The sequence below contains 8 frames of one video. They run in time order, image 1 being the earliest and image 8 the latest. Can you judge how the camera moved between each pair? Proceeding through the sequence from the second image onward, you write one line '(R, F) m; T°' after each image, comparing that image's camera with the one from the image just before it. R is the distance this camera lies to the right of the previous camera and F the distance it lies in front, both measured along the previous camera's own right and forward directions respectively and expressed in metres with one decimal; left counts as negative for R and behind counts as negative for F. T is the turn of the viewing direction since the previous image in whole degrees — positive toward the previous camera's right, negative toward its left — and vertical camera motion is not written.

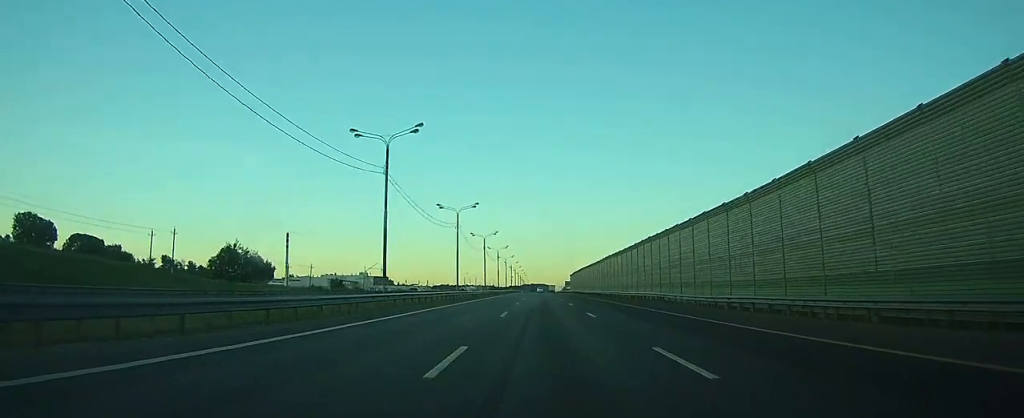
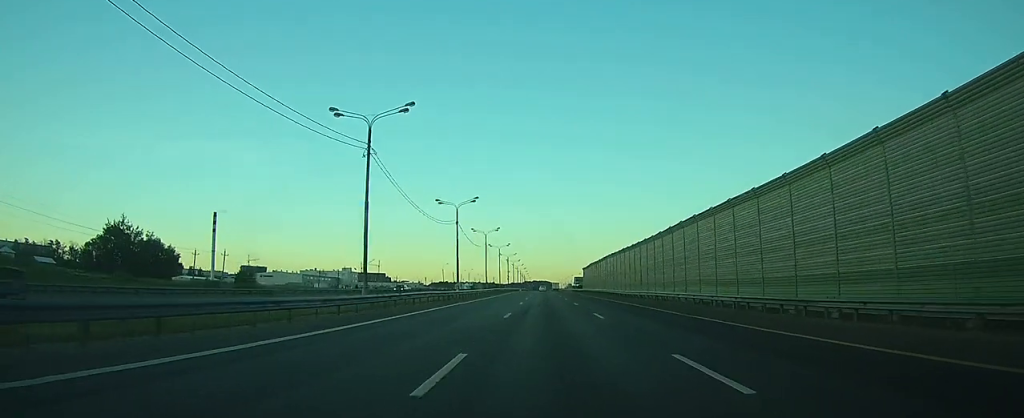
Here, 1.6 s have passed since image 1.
(0.0, +49.0) m; 0°
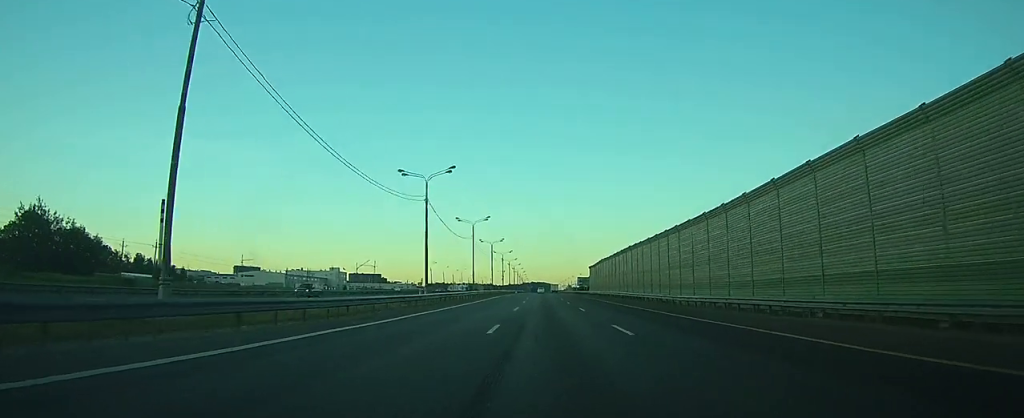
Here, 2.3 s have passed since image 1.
(0.0, +23.1) m; 0°
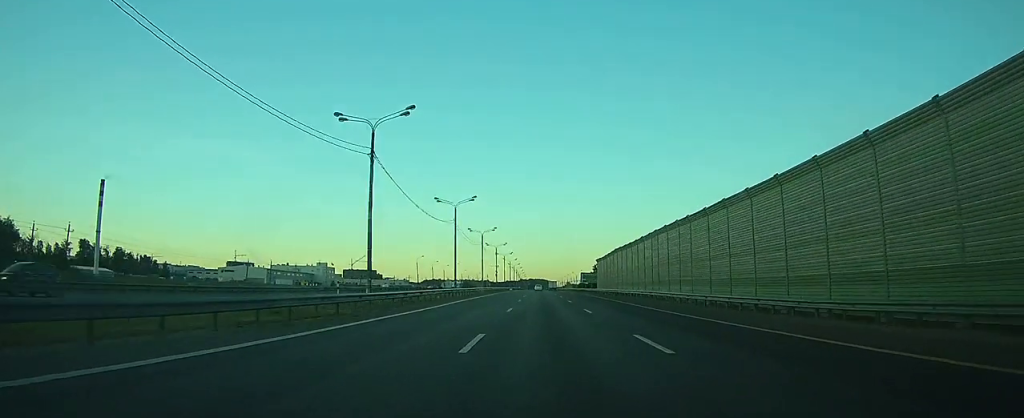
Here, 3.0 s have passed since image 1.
(0.0, +21.0) m; 0°
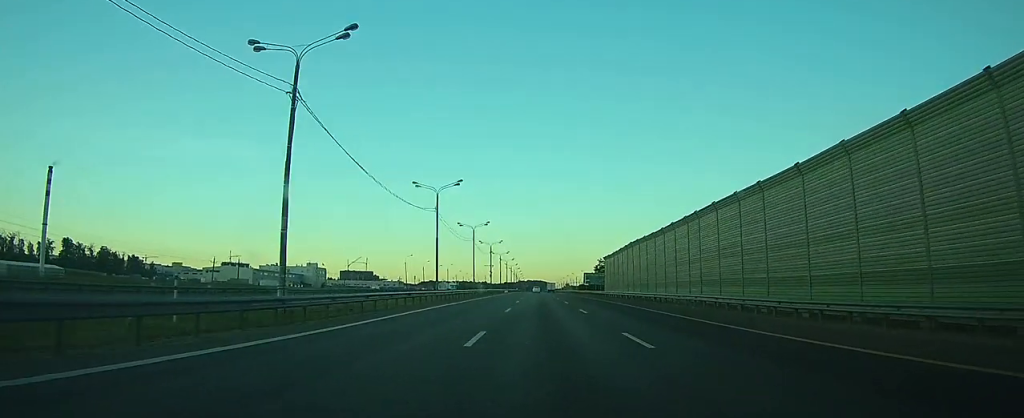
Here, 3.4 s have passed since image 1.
(0.0, +14.7) m; 0°
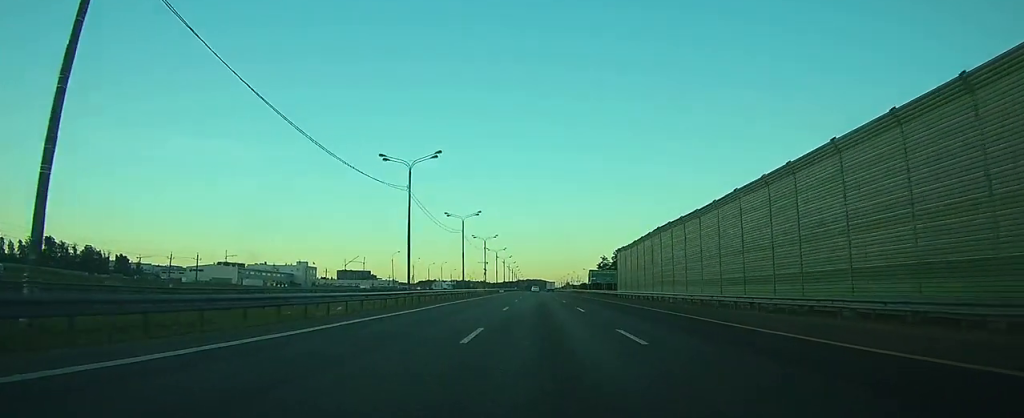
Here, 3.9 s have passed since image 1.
(0.0, +15.8) m; 0°
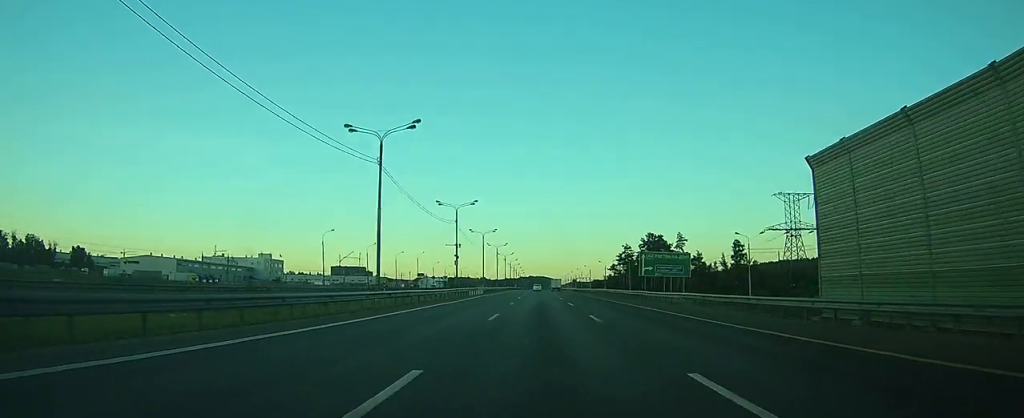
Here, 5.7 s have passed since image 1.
(+0.1, +56.4) m; 0°
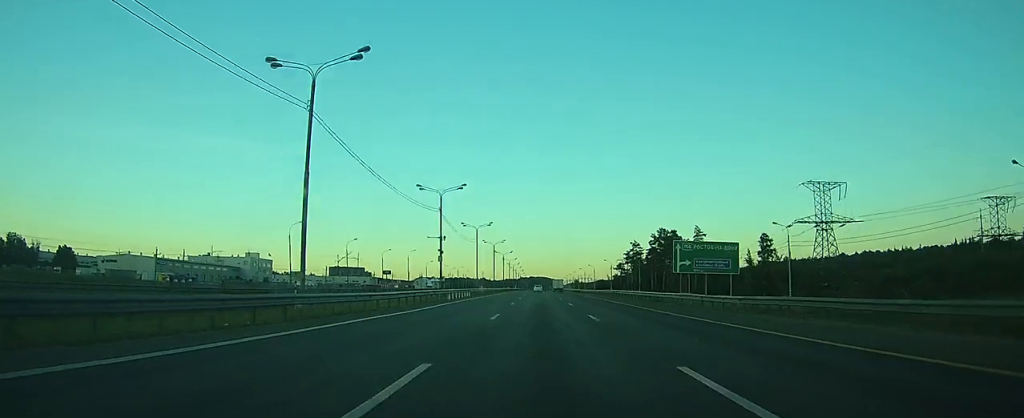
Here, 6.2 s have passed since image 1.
(+0.1, +15.5) m; 0°
